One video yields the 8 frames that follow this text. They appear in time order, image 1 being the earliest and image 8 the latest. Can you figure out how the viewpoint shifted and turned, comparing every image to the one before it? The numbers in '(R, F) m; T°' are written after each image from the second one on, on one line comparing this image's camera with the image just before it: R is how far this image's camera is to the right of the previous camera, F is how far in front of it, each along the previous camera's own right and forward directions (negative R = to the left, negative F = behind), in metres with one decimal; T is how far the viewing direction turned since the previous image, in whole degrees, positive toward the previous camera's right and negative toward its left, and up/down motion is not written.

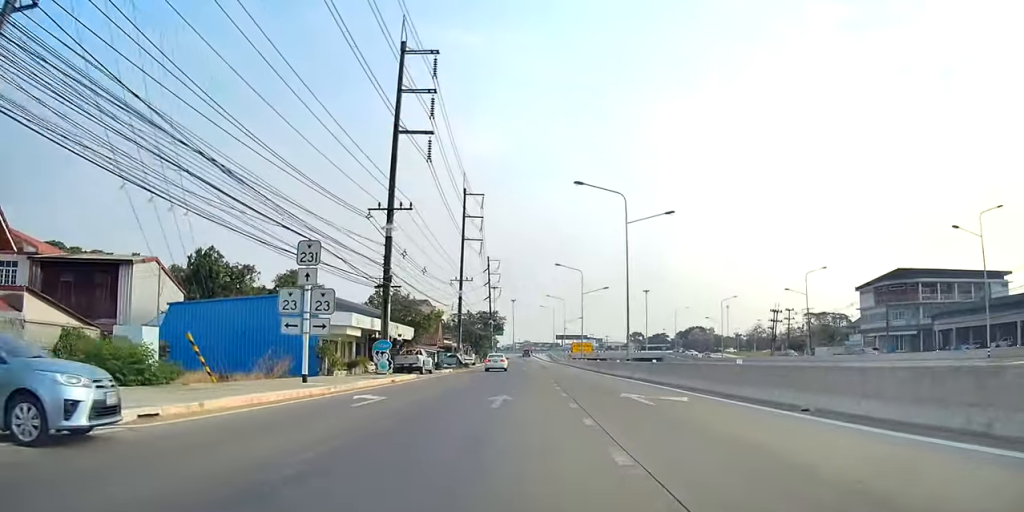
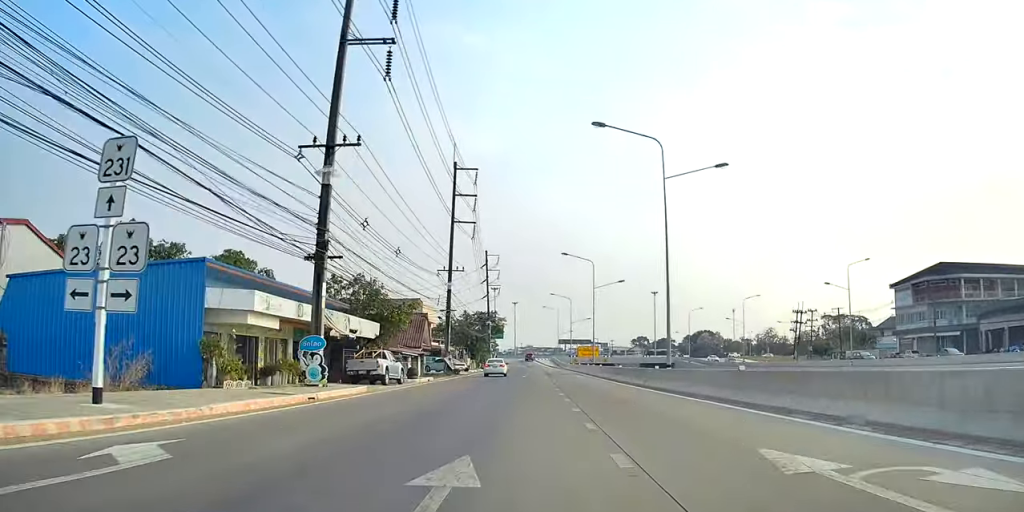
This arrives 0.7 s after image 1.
(+0.6, +11.8) m; 0°
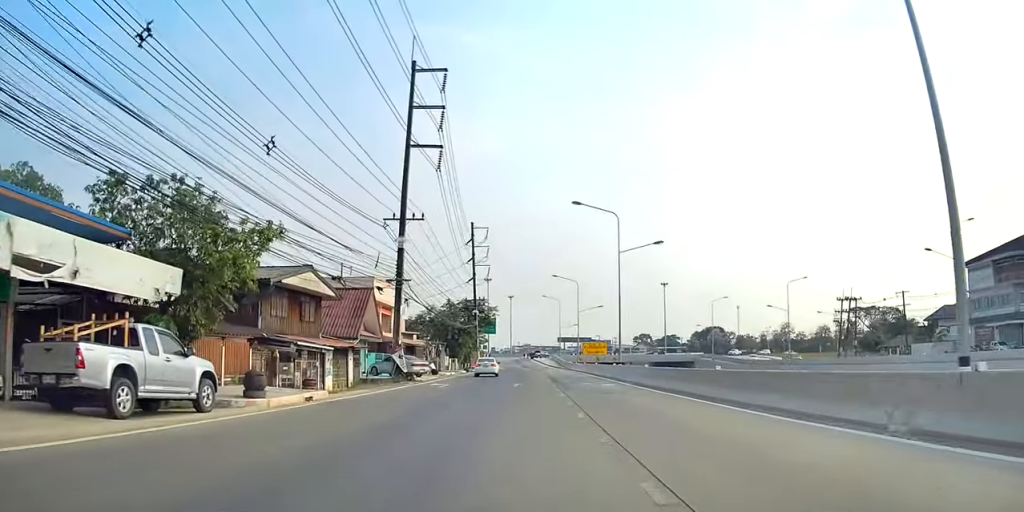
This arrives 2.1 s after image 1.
(-0.5, +22.2) m; 0°
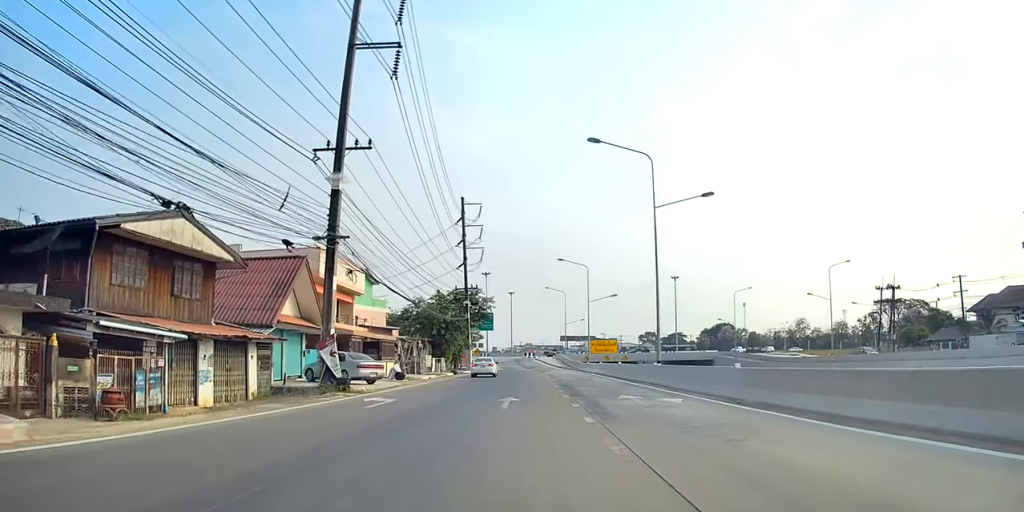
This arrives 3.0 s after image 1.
(+0.5, +13.9) m; 0°
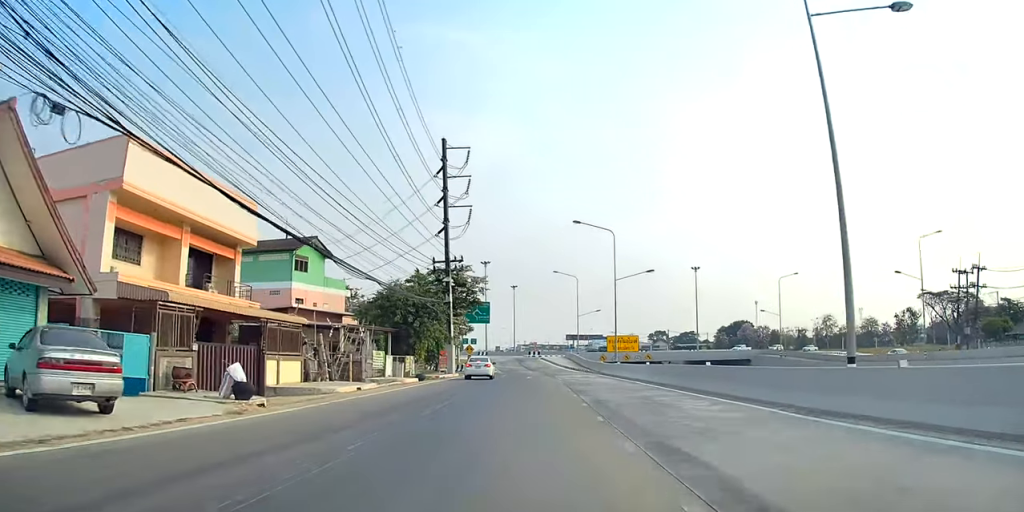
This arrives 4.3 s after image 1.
(-0.2, +20.1) m; +1°
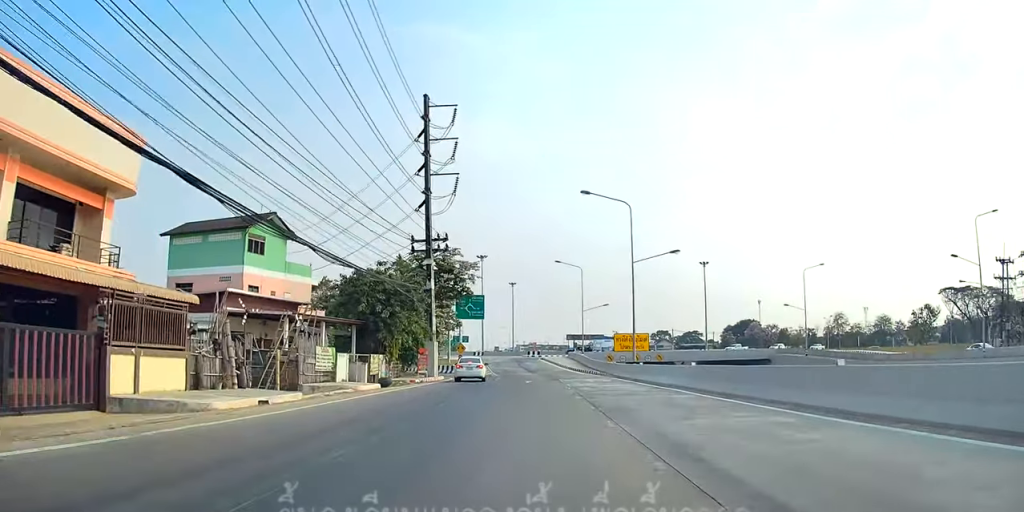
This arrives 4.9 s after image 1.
(+0.5, +10.1) m; 0°
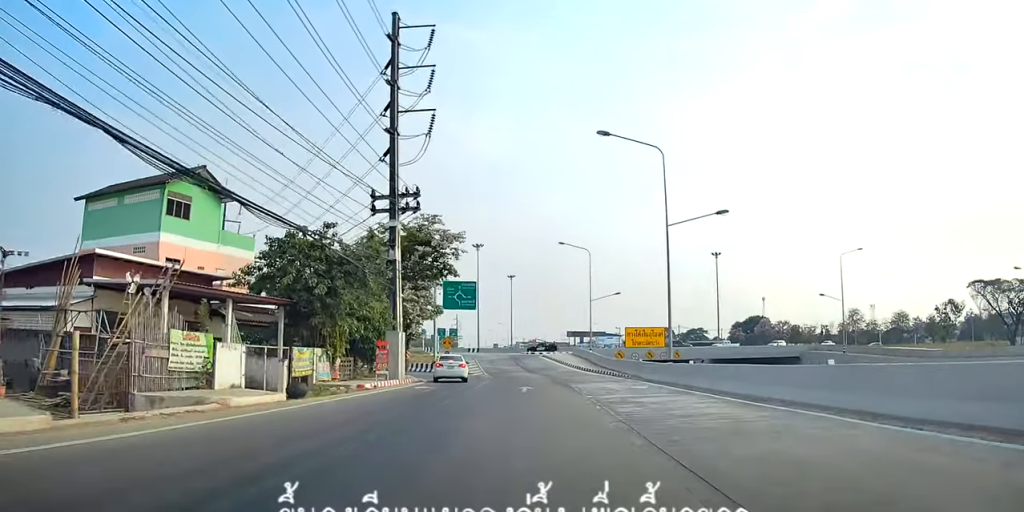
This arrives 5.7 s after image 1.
(-0.5, +11.4) m; -2°
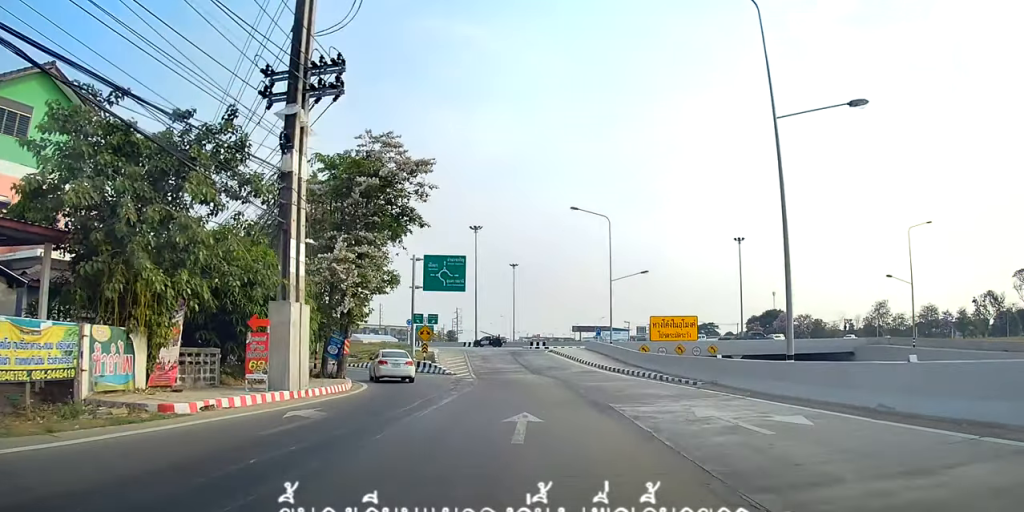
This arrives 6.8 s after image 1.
(-0.1, +15.9) m; 0°
